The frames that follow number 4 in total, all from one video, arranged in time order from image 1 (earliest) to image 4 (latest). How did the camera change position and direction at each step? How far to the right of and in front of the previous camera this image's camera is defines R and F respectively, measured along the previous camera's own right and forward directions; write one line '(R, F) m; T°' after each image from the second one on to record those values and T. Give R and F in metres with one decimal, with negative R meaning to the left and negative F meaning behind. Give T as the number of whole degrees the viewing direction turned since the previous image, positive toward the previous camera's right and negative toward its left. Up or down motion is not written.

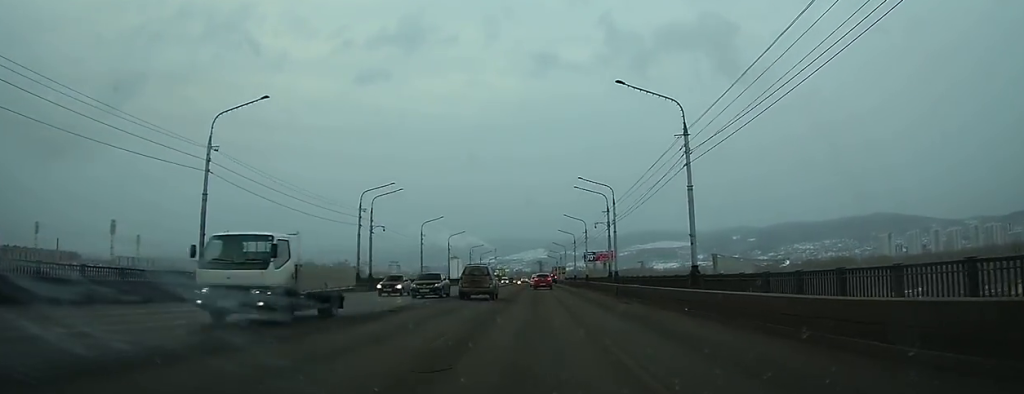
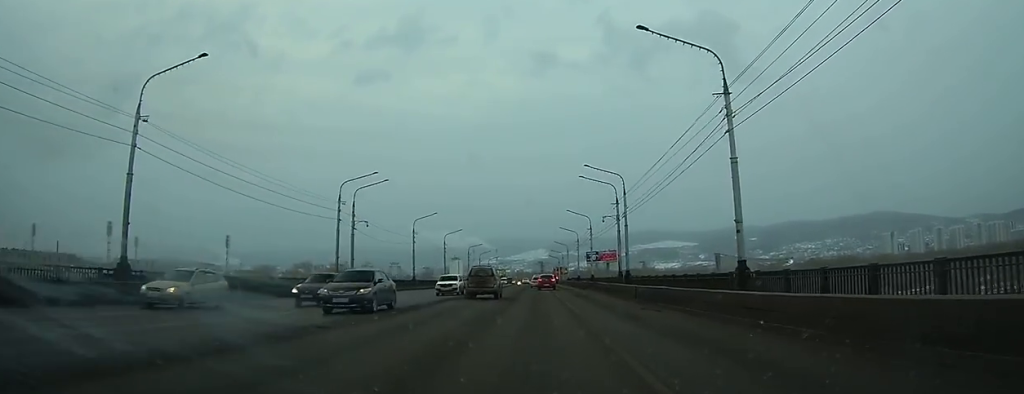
(0.0, +6.5) m; 0°
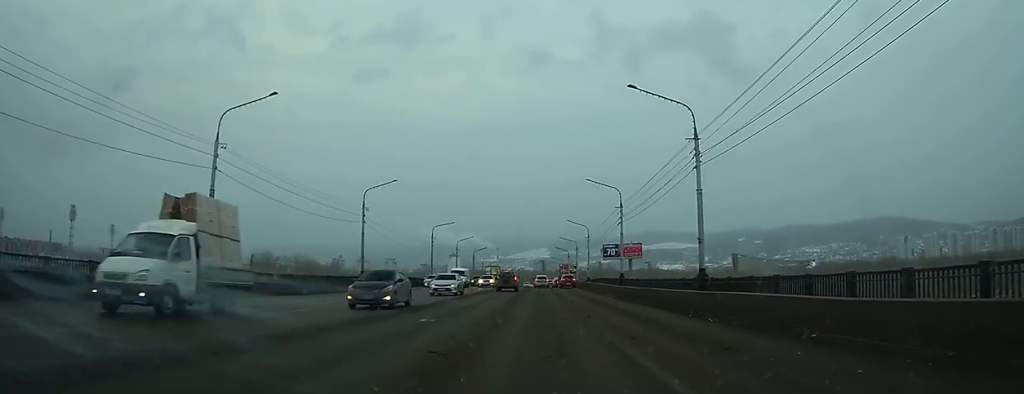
(+0.3, +54.7) m; 0°
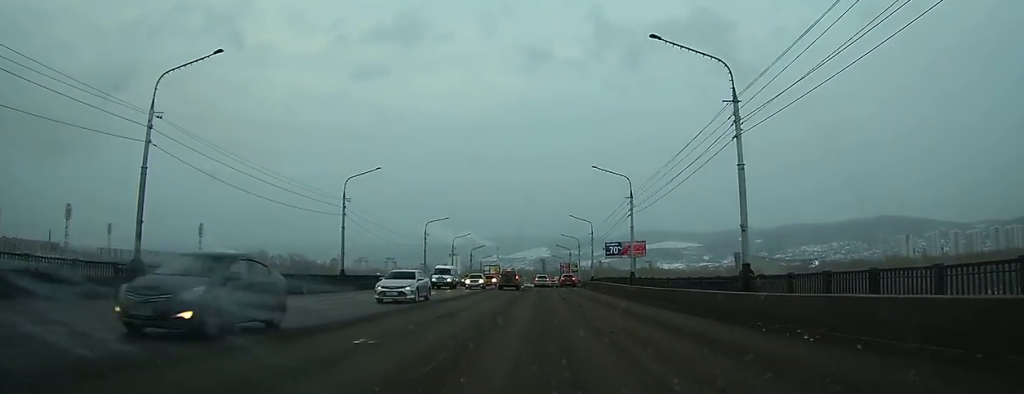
(0.0, +6.2) m; 0°
